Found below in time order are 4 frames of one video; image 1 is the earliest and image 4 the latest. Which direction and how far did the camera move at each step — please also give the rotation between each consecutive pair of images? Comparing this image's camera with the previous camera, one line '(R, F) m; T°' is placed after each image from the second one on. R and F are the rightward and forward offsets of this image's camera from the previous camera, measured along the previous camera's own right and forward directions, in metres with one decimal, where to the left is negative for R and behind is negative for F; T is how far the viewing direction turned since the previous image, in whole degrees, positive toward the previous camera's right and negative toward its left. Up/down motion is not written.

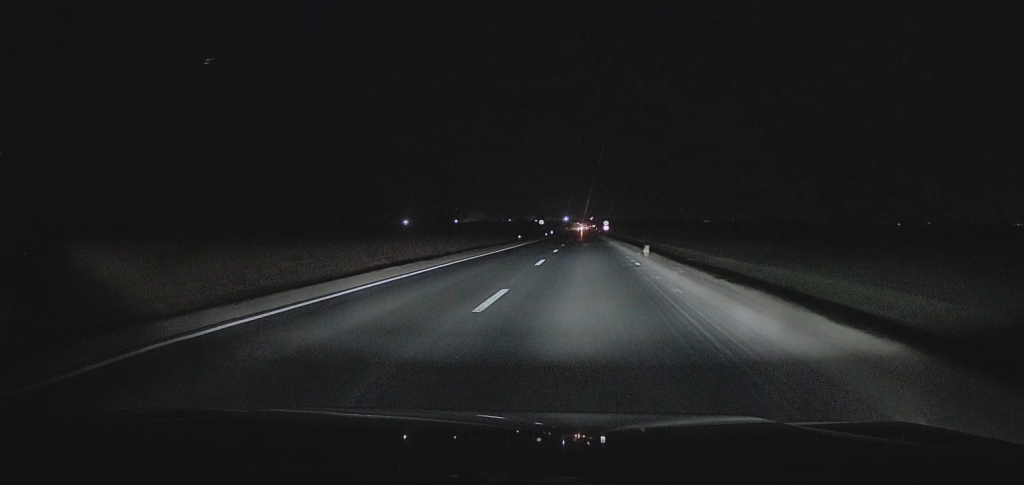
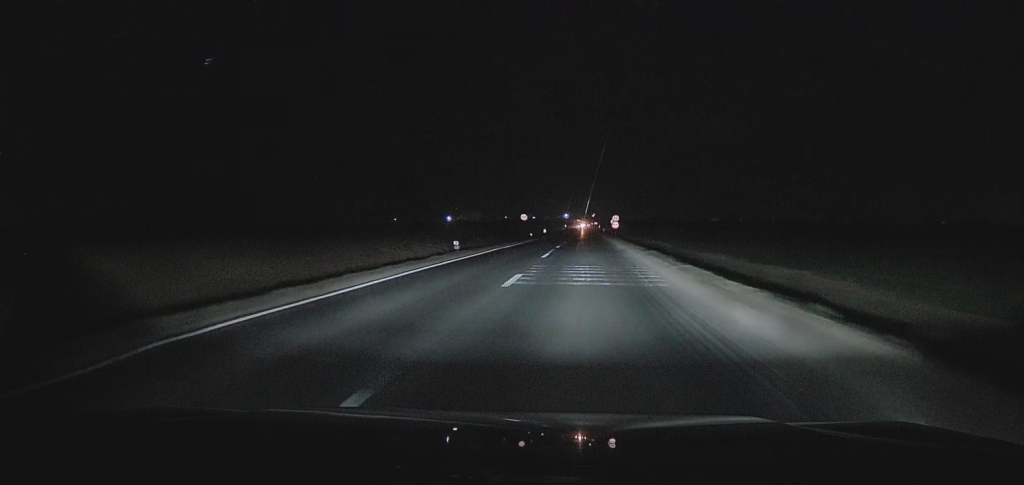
(+0.2, +31.9) m; 0°
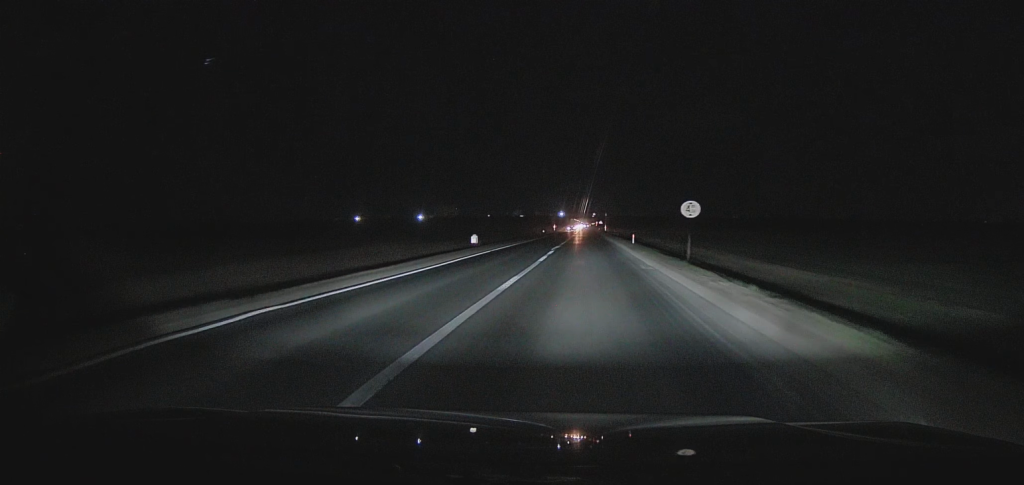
(-0.2, +84.8) m; 0°
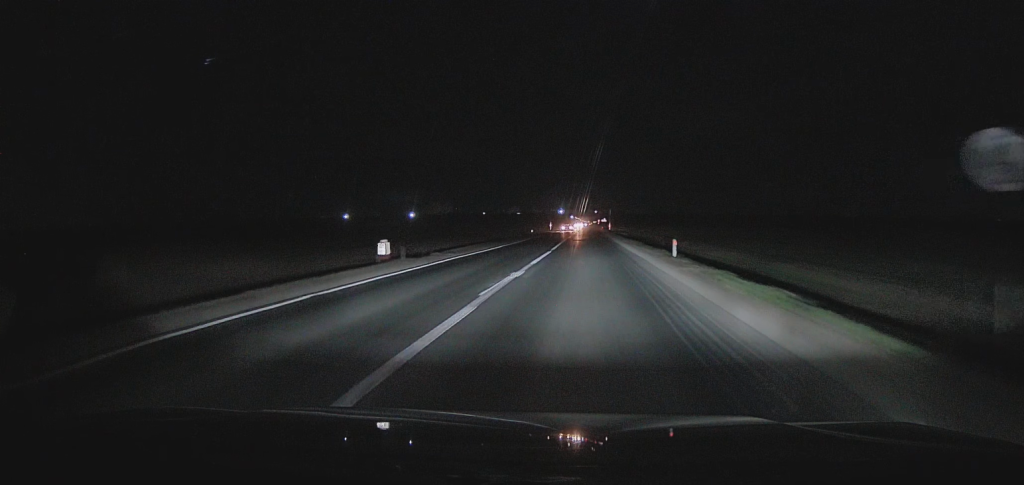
(+0.1, +23.0) m; 0°
